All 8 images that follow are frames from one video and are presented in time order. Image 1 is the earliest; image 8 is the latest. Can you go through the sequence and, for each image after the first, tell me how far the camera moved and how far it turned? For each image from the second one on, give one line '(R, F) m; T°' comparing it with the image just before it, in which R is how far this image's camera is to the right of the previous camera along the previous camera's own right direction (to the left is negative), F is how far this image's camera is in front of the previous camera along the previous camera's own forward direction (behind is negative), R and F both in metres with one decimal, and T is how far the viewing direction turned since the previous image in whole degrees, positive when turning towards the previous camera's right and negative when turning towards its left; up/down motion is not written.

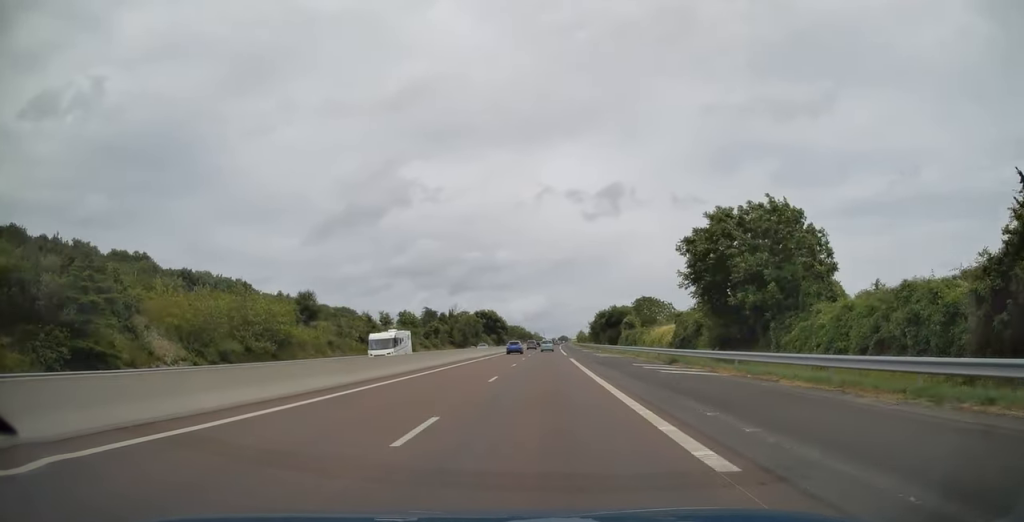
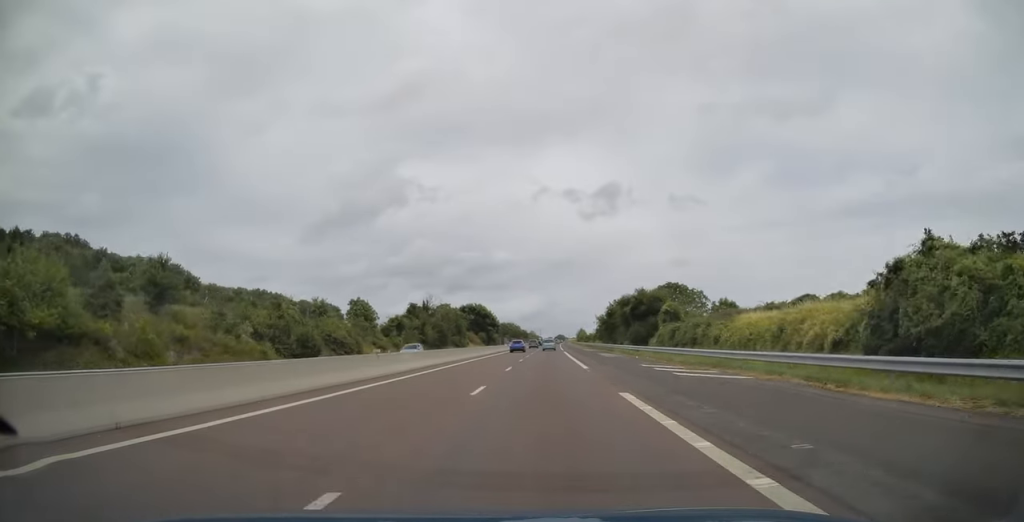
(+0.1, +31.5) m; 0°
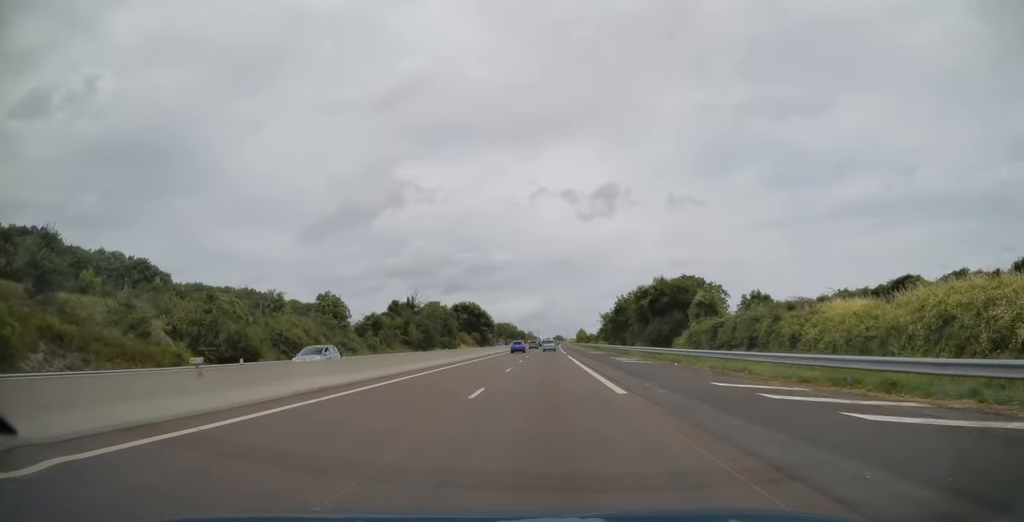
(0.0, +13.4) m; 0°
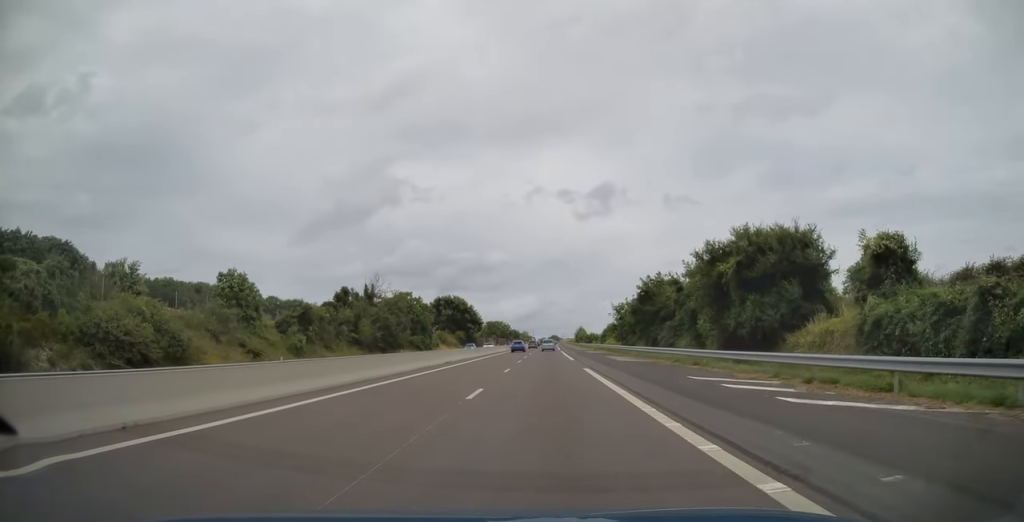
(-0.4, +26.2) m; +1°
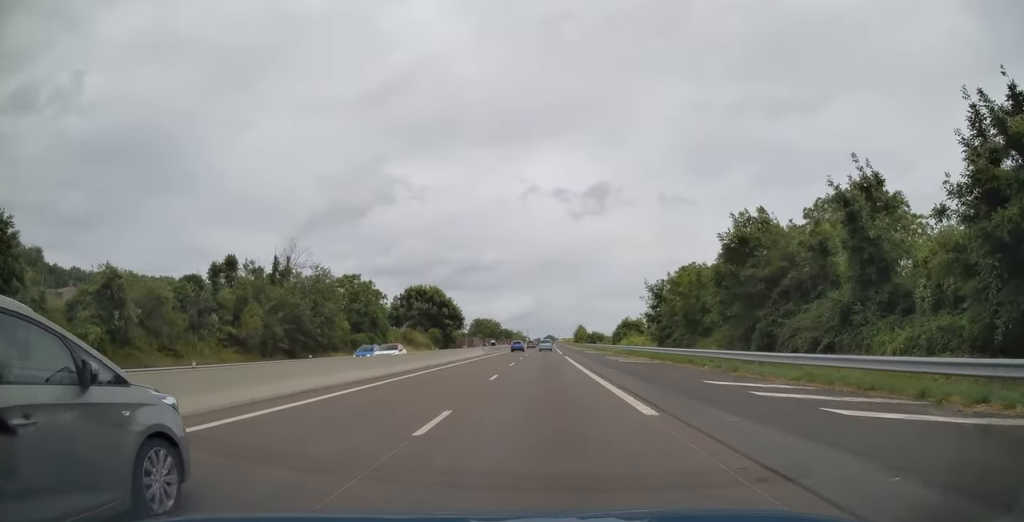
(+0.7, +31.5) m; +1°
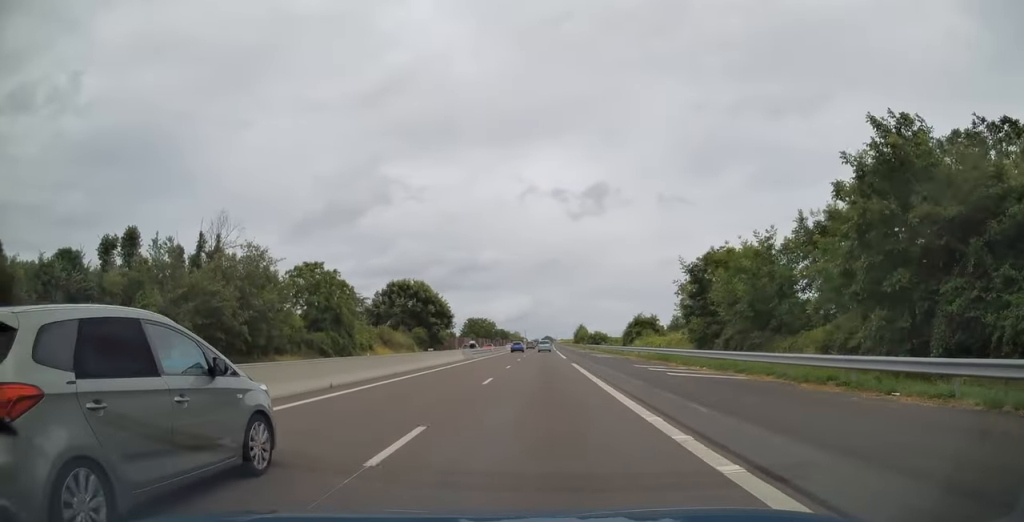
(-0.1, +14.9) m; 0°
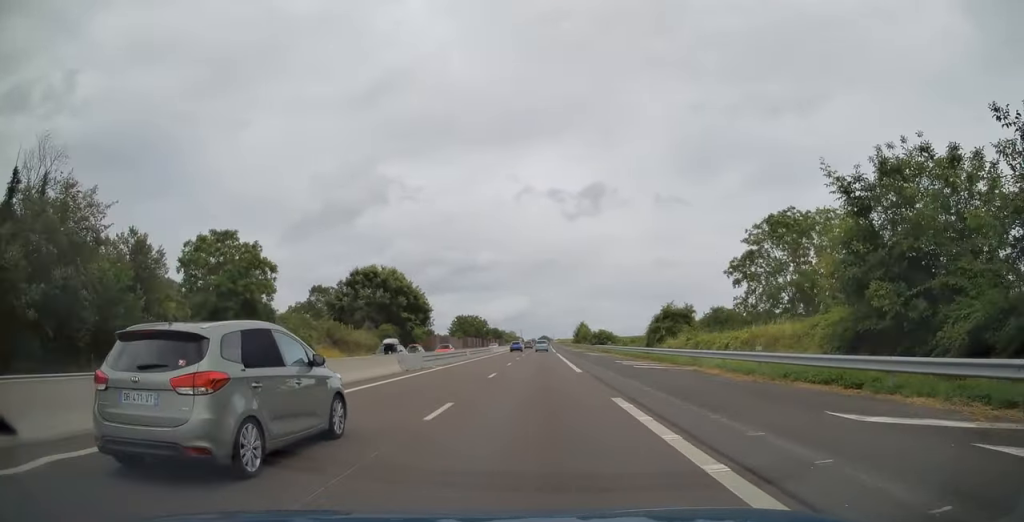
(-0.2, +21.9) m; 0°
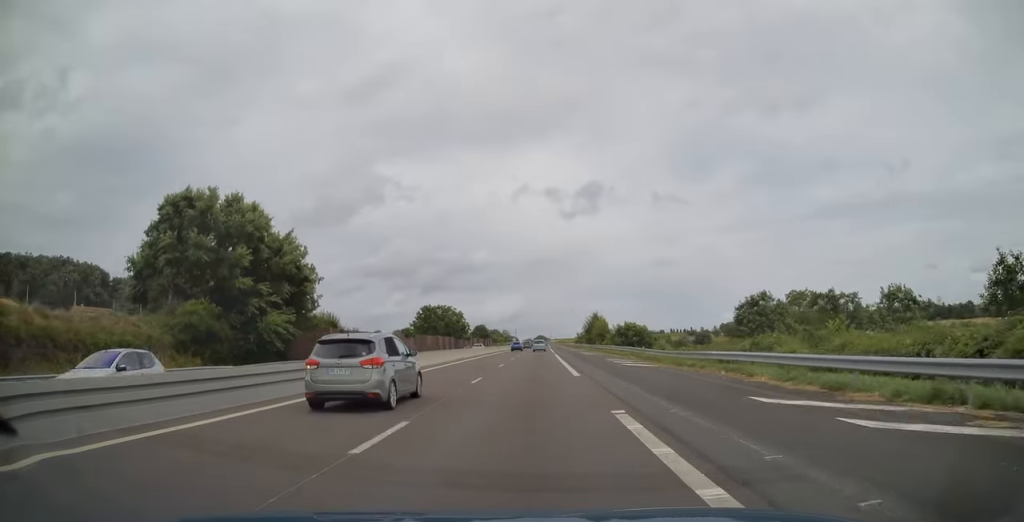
(+0.2, +55.1) m; 0°
